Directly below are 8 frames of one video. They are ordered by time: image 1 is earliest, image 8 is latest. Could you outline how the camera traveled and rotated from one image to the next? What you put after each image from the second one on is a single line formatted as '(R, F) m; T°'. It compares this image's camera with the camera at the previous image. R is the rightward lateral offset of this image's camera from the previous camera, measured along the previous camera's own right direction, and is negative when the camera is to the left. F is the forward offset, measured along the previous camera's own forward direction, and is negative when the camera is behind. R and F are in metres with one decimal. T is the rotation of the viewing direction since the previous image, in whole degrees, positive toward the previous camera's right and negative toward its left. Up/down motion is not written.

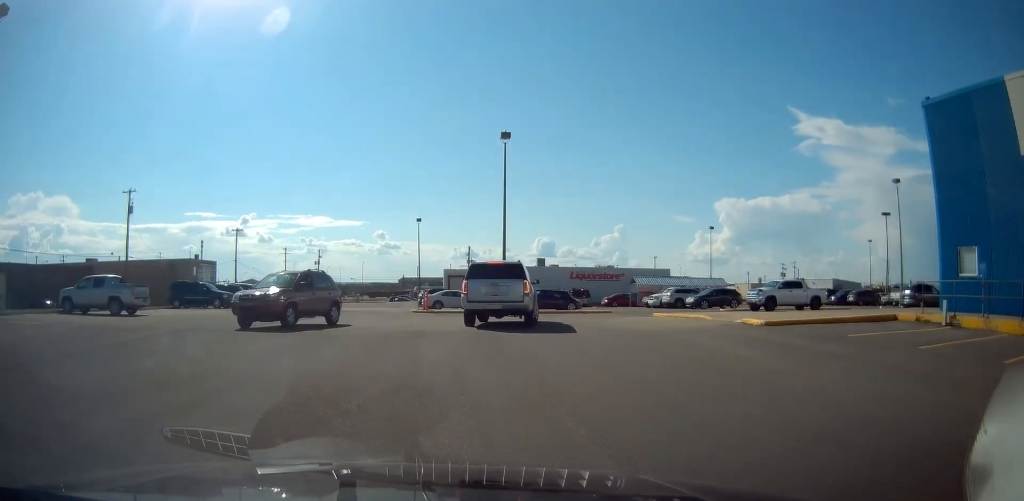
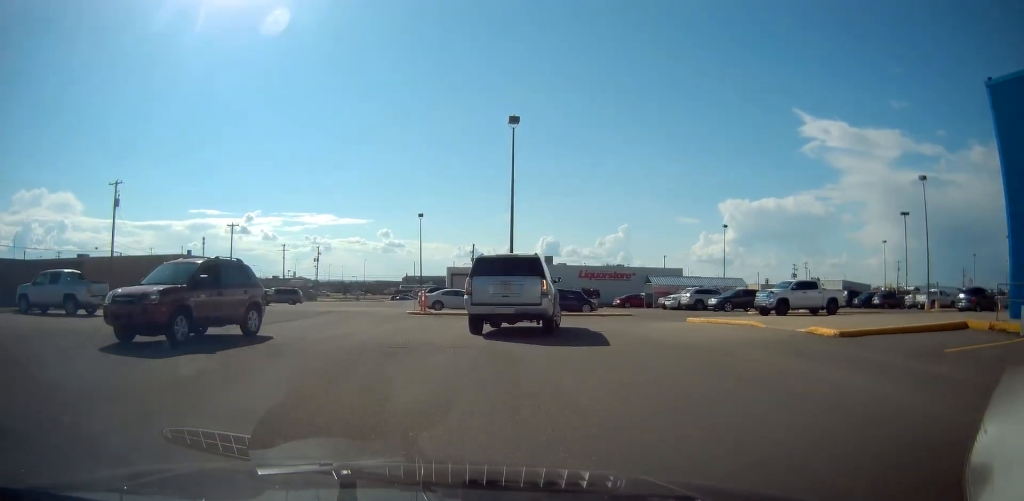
(0.0, +3.6) m; +1°
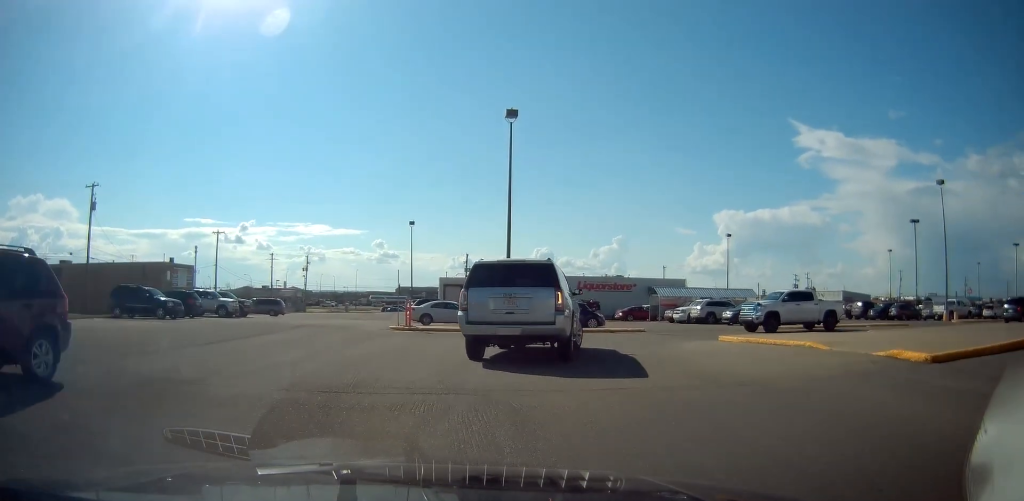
(-0.1, +3.5) m; +5°
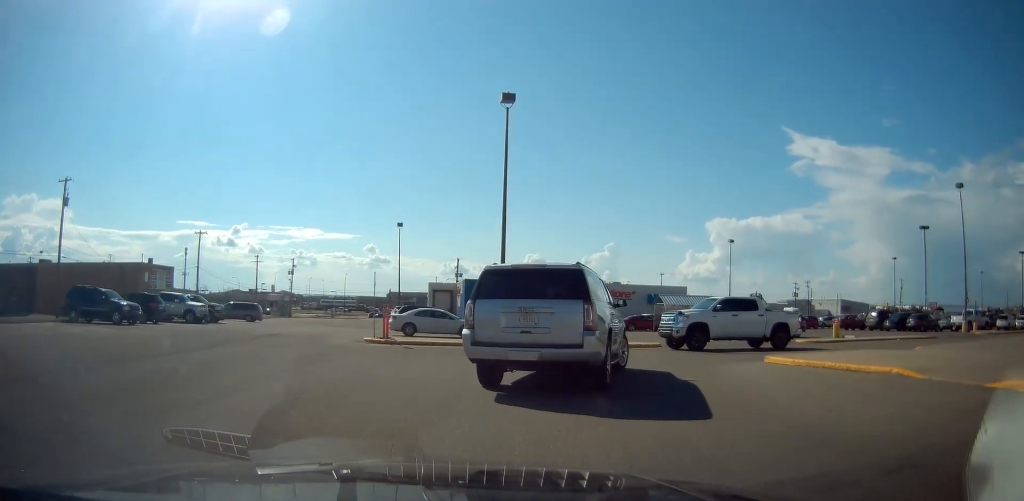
(+0.5, +3.6) m; +6°
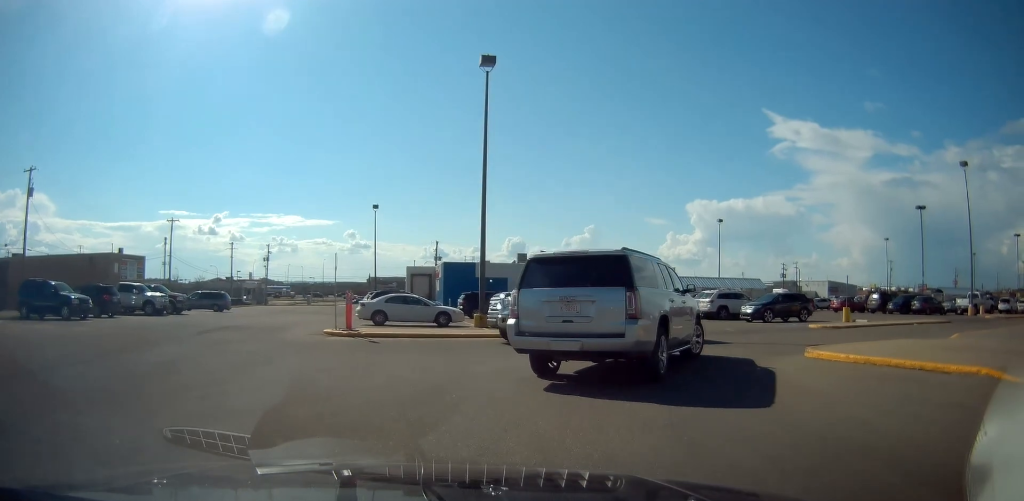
(-0.2, +2.7) m; +4°
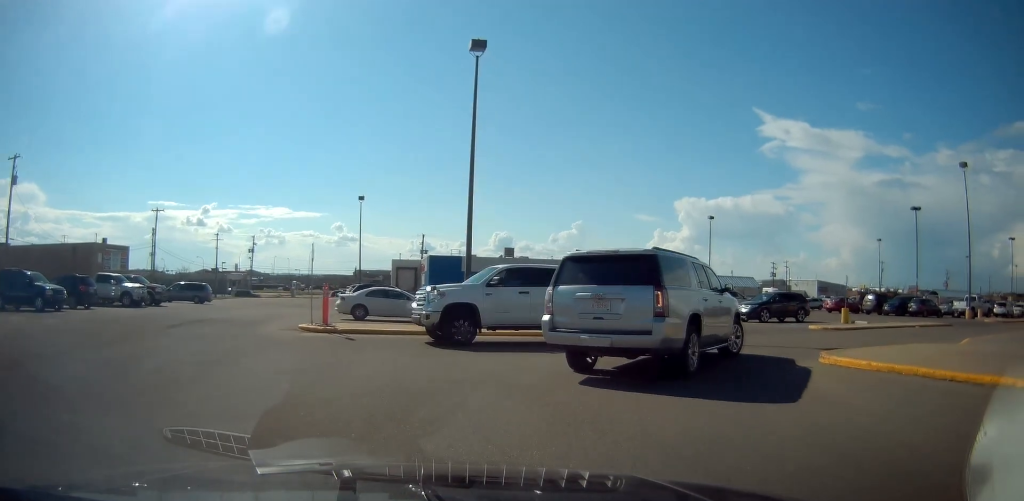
(+0.2, +1.1) m; +3°
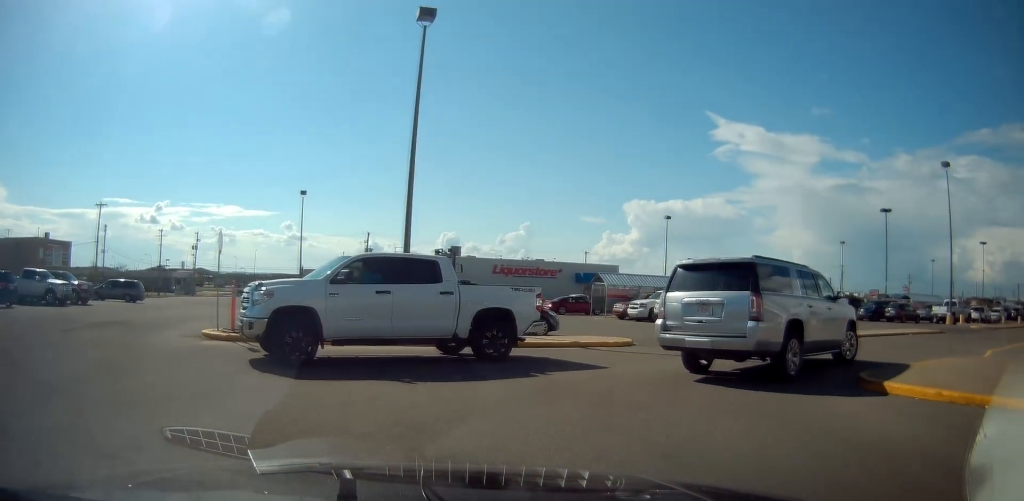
(-0.1, +3.3) m; +2°
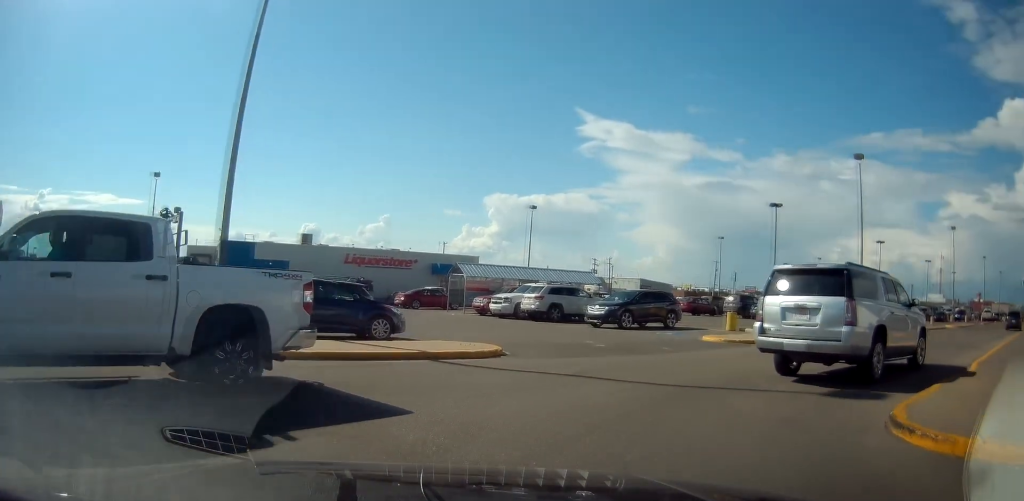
(+0.3, +3.9) m; +12°
